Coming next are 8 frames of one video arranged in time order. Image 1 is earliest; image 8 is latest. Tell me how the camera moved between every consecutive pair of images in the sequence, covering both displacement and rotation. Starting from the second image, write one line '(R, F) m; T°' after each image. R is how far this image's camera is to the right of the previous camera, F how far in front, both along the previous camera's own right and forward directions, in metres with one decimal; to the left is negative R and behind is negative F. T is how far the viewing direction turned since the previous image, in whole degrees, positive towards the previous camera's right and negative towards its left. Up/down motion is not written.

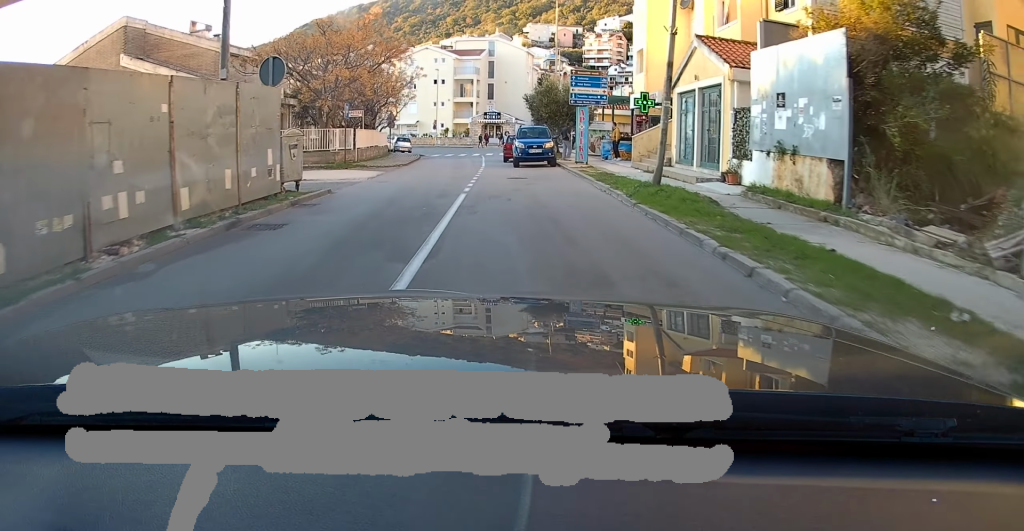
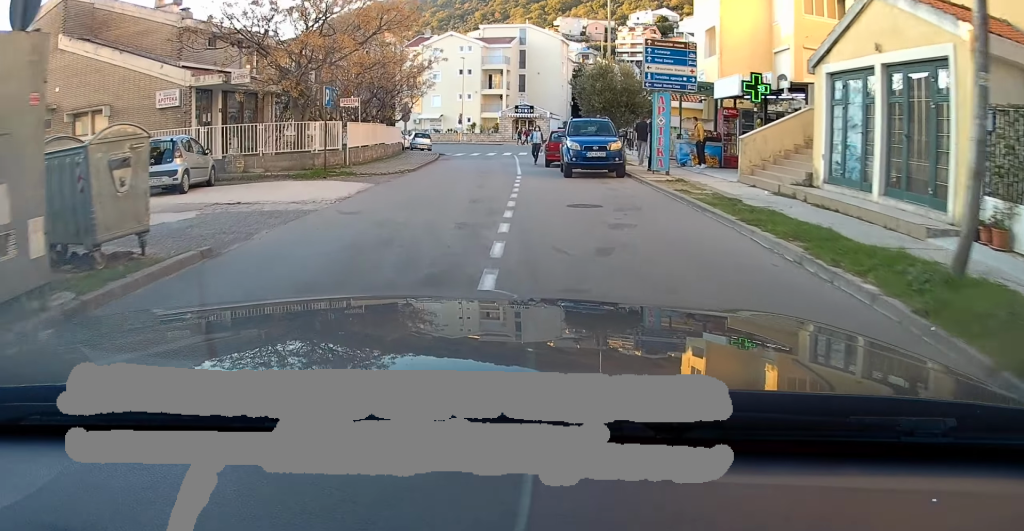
(+0.1, +8.2) m; +1°
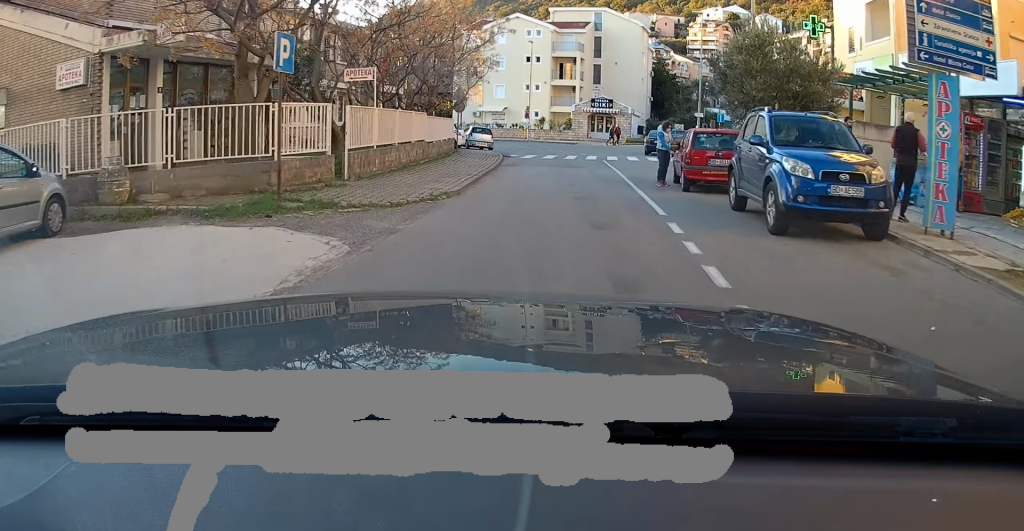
(0.0, +10.4) m; -2°
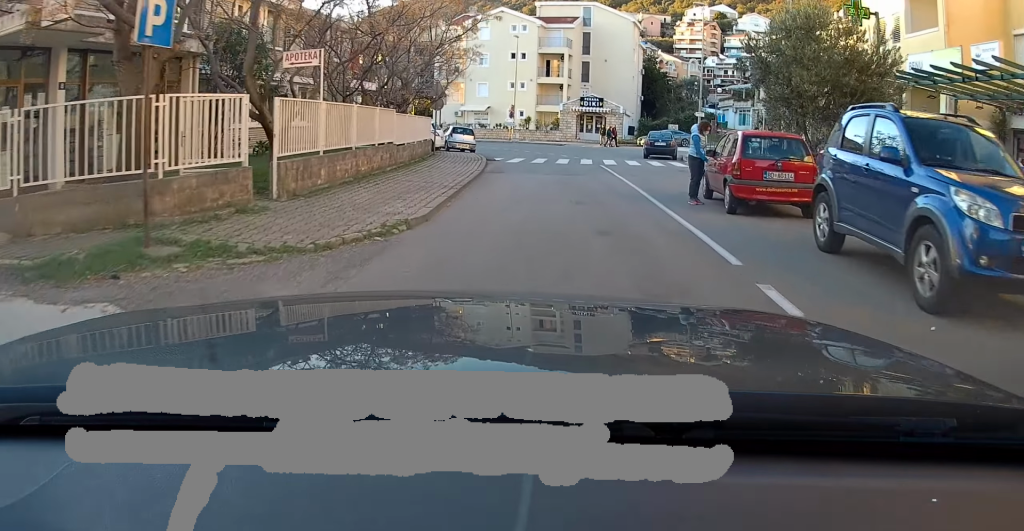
(-0.2, +3.8) m; +1°
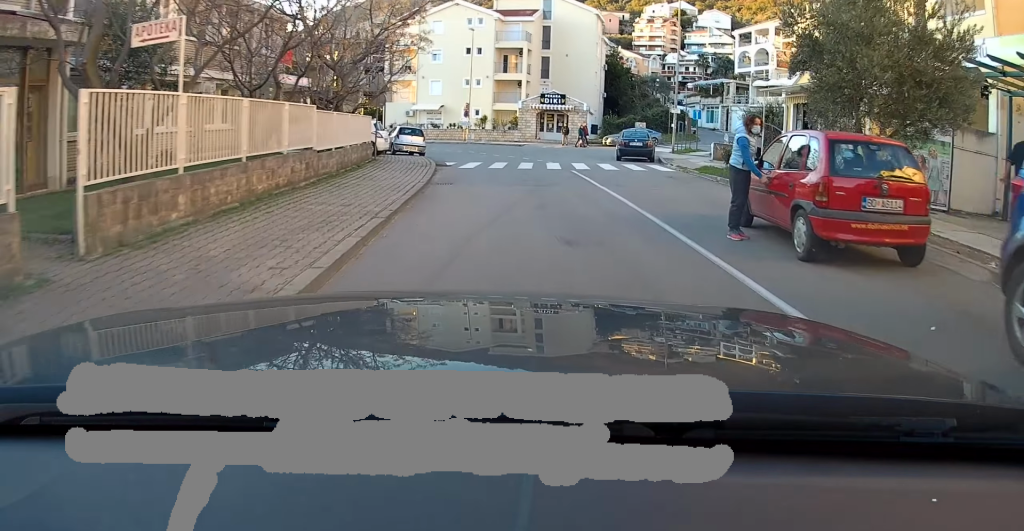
(-0.1, +4.2) m; +1°
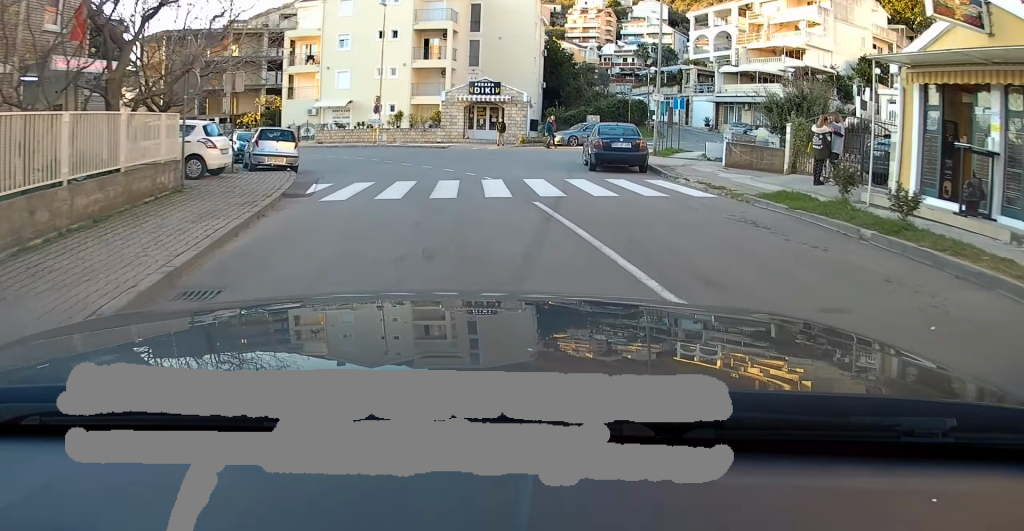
(+0.1, +10.6) m; -2°
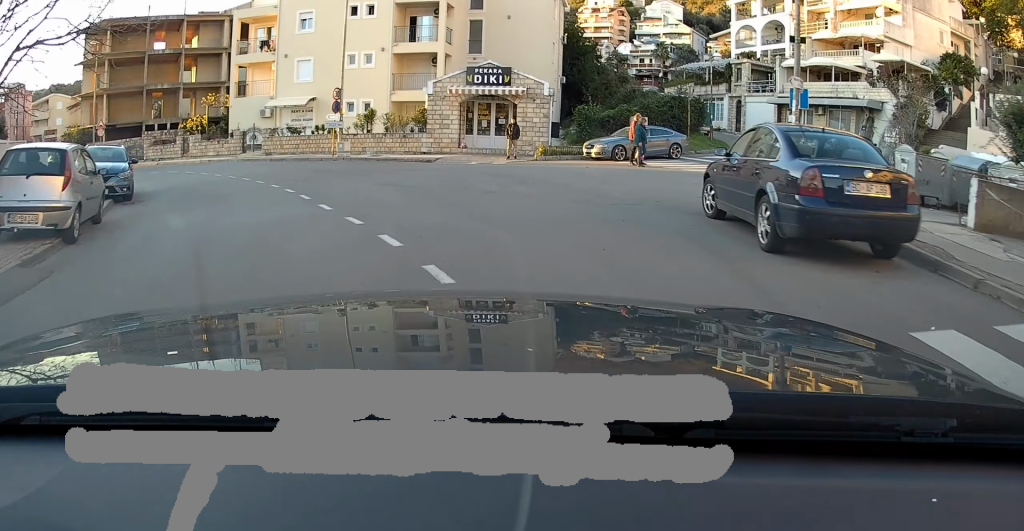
(-0.4, +12.1) m; -3°
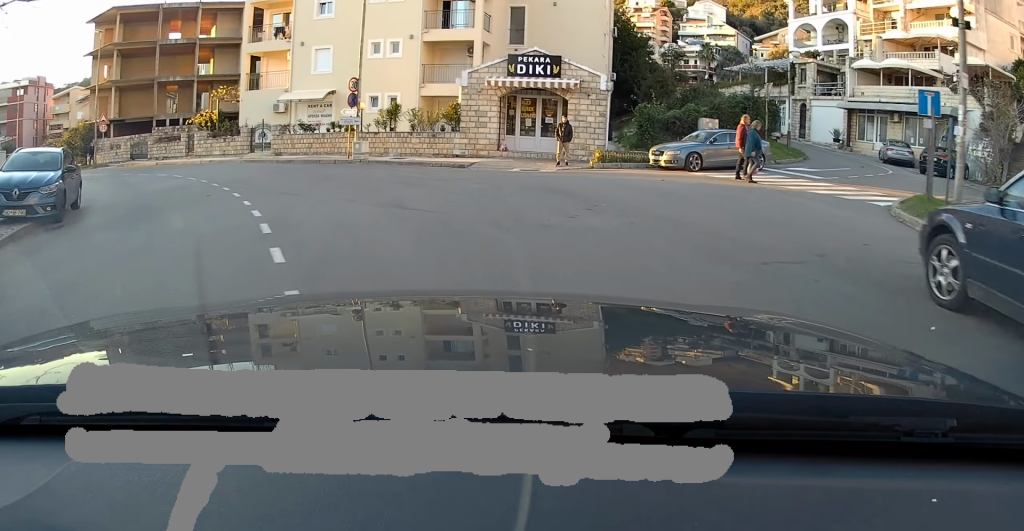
(0.0, +4.7) m; -2°
